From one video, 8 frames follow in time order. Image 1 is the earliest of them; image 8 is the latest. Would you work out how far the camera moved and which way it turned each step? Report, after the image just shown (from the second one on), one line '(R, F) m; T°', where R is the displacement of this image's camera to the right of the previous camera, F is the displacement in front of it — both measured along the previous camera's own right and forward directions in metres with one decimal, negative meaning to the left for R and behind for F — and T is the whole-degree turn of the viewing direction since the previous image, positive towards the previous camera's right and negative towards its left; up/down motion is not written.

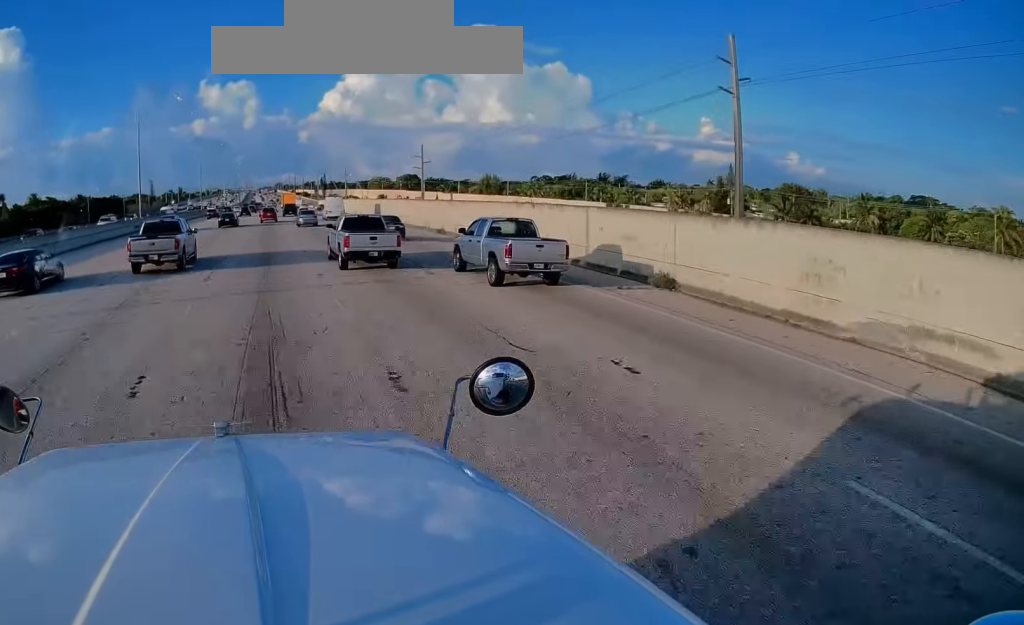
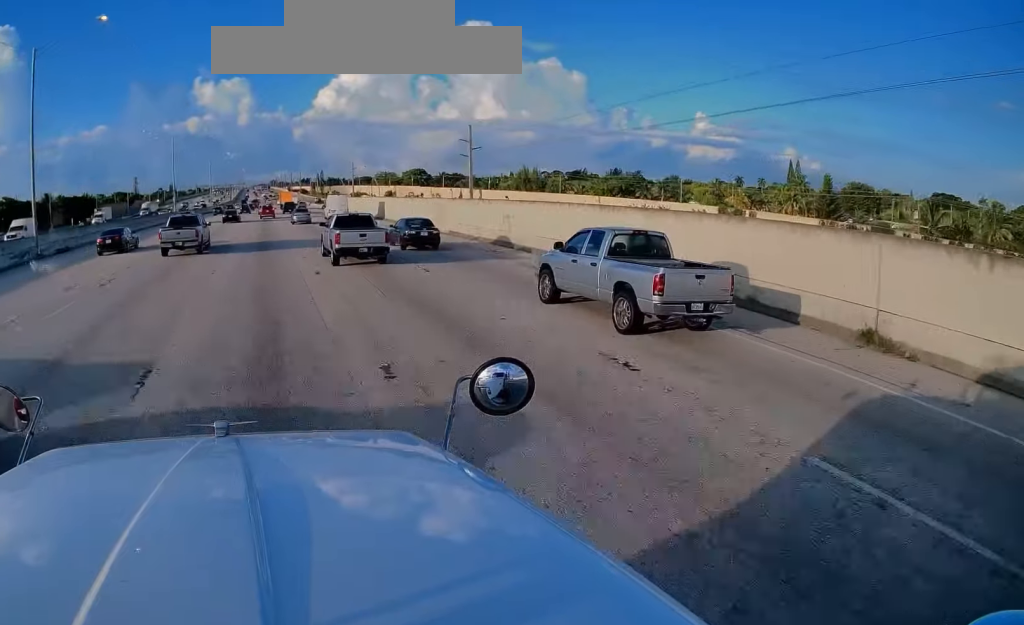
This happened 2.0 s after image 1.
(0.0, +36.0) m; 0°
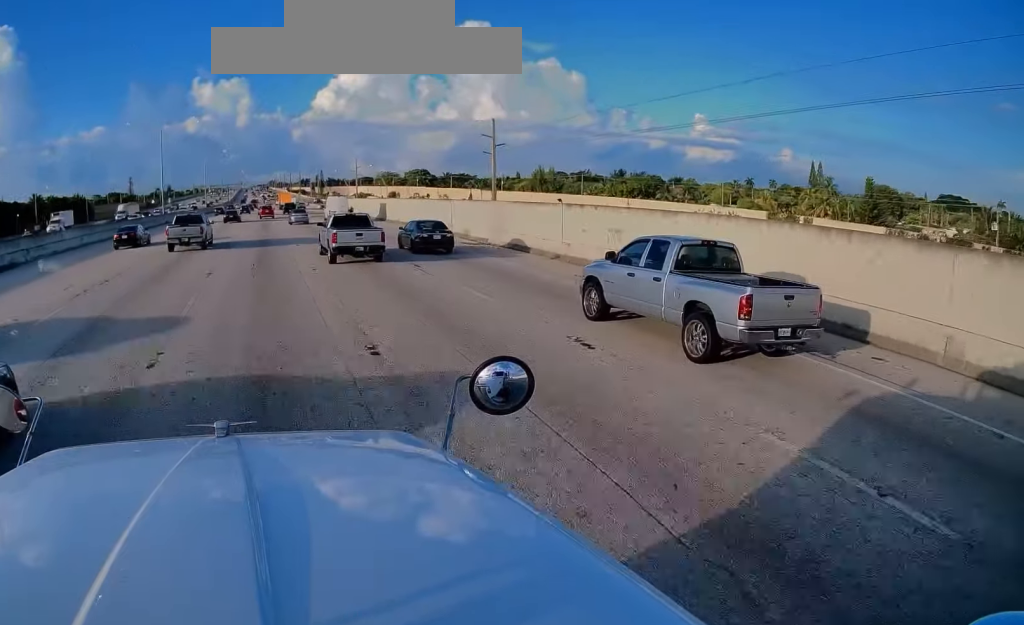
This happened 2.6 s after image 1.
(0.0, +11.2) m; 0°
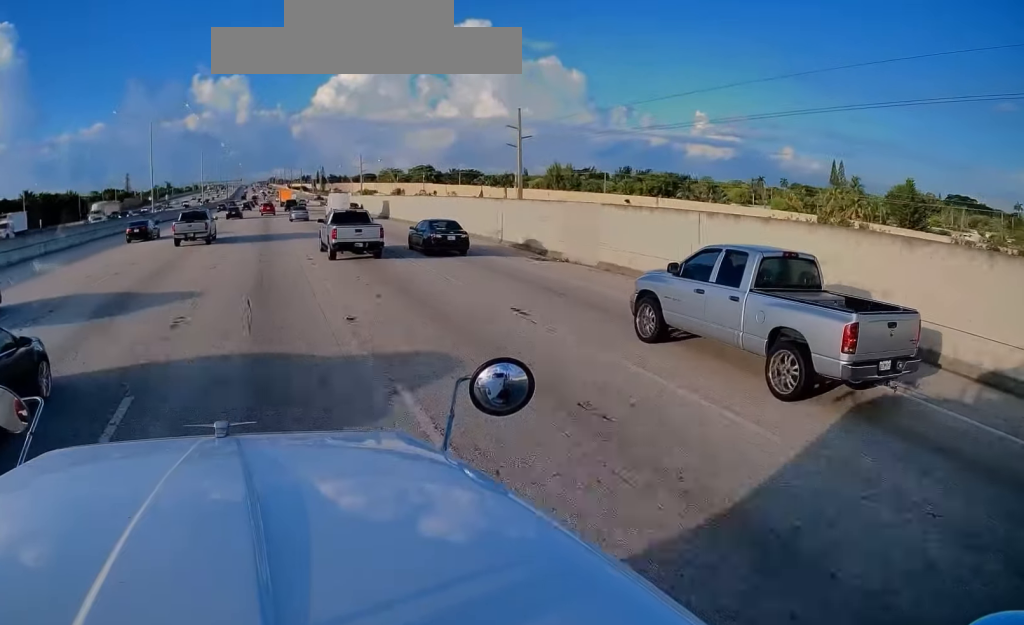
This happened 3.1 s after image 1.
(0.0, +9.5) m; 0°
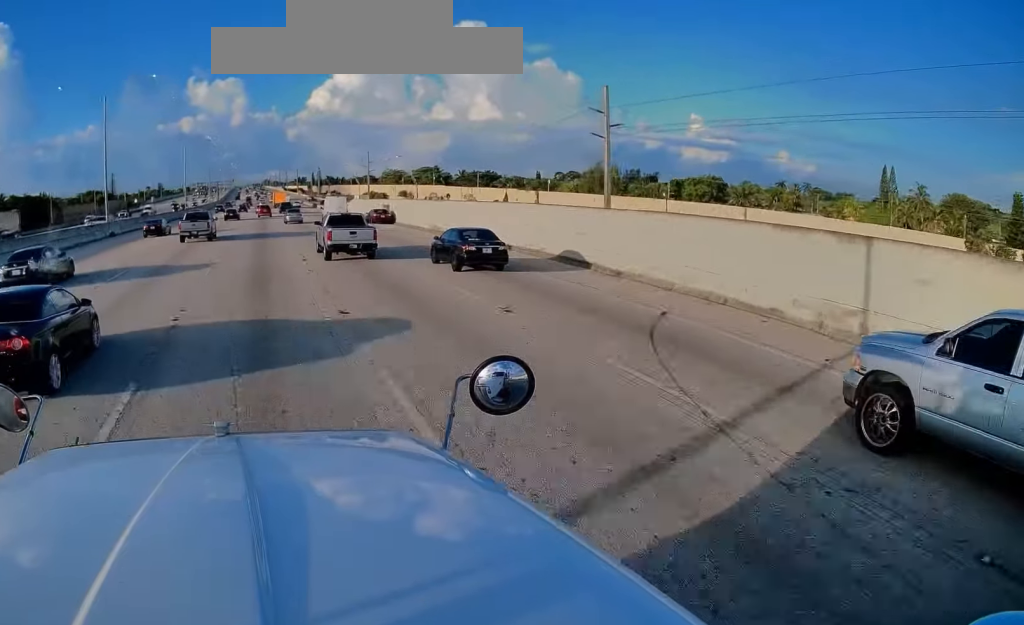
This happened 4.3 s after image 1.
(0.0, +23.2) m; +1°
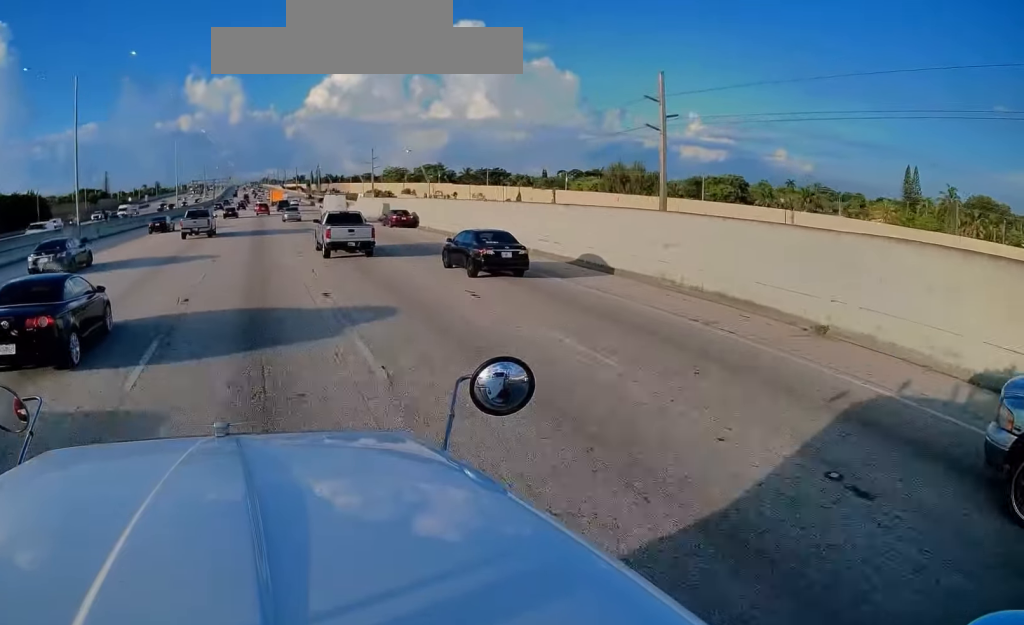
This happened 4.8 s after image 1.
(+0.2, +9.8) m; 0°
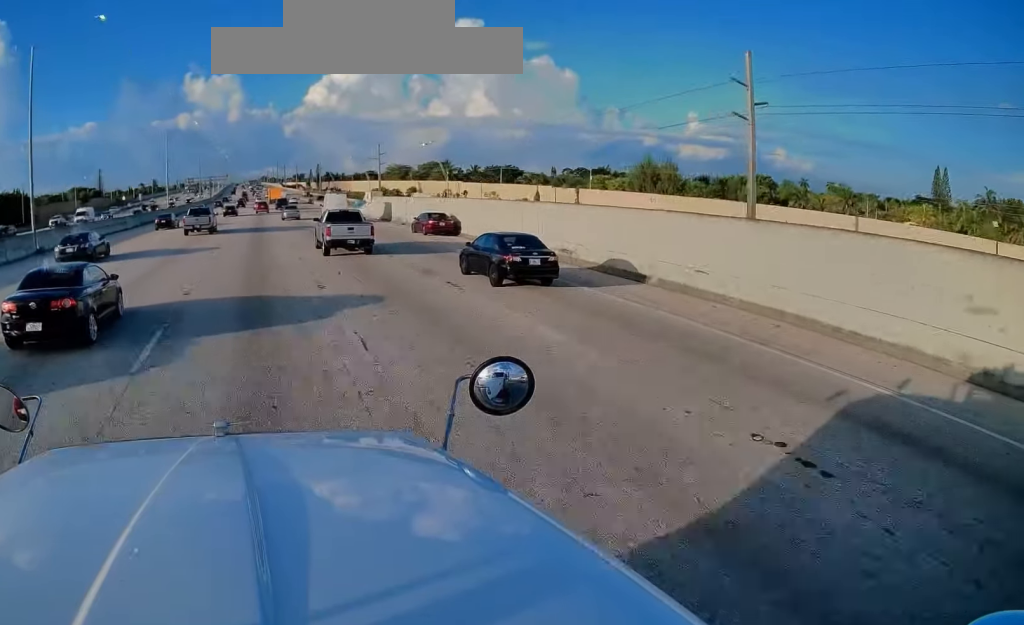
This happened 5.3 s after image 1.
(+0.2, +11.1) m; 0°
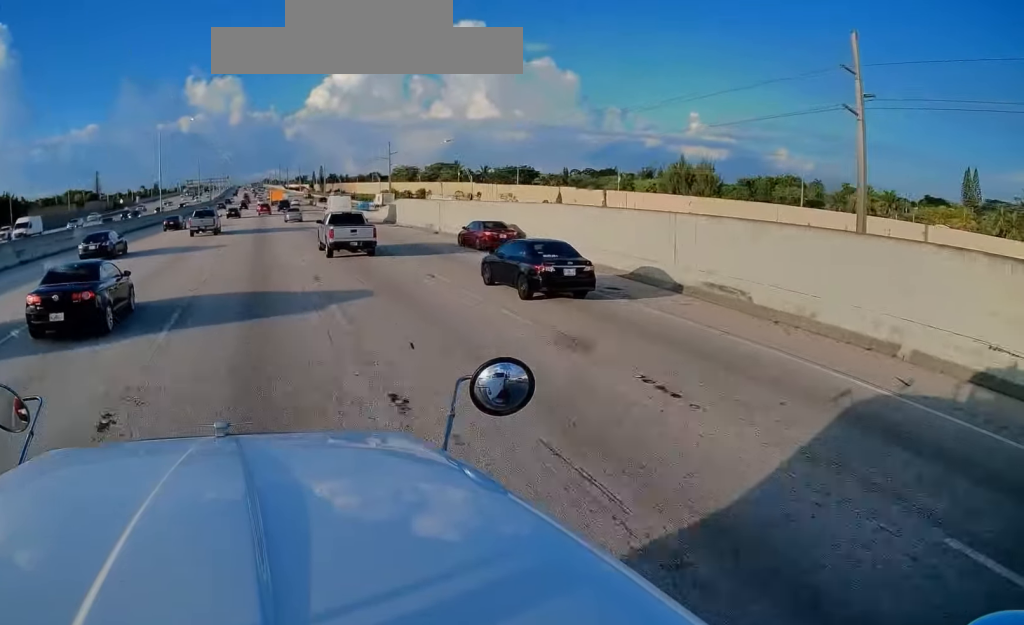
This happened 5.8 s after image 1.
(-0.2, +9.8) m; -1°
